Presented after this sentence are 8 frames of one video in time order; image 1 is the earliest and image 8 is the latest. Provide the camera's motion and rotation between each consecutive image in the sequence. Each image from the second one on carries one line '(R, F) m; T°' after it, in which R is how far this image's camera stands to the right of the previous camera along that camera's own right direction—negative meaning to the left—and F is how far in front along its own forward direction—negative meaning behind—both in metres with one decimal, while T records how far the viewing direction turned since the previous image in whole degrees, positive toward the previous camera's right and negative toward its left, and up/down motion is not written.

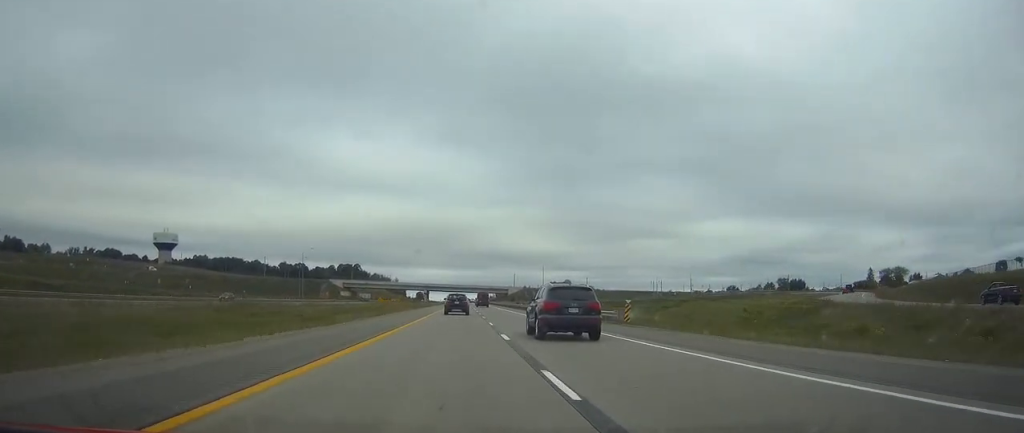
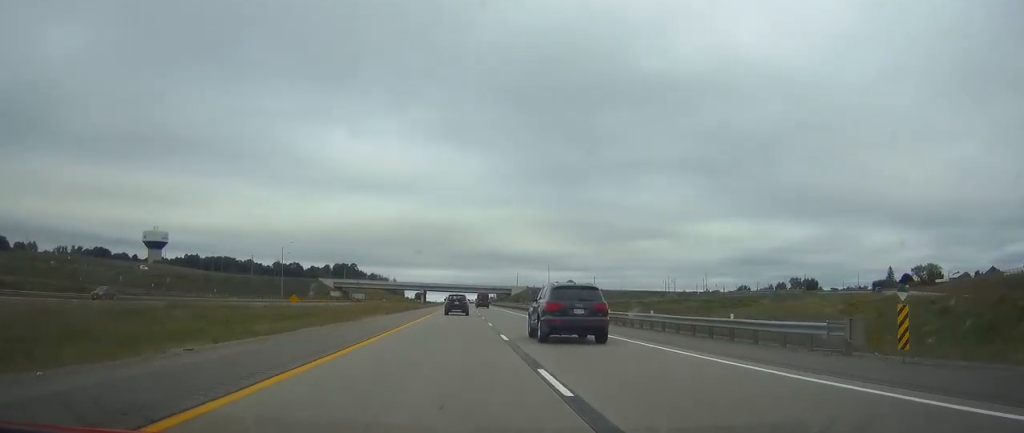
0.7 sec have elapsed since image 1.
(0.0, +24.4) m; 0°
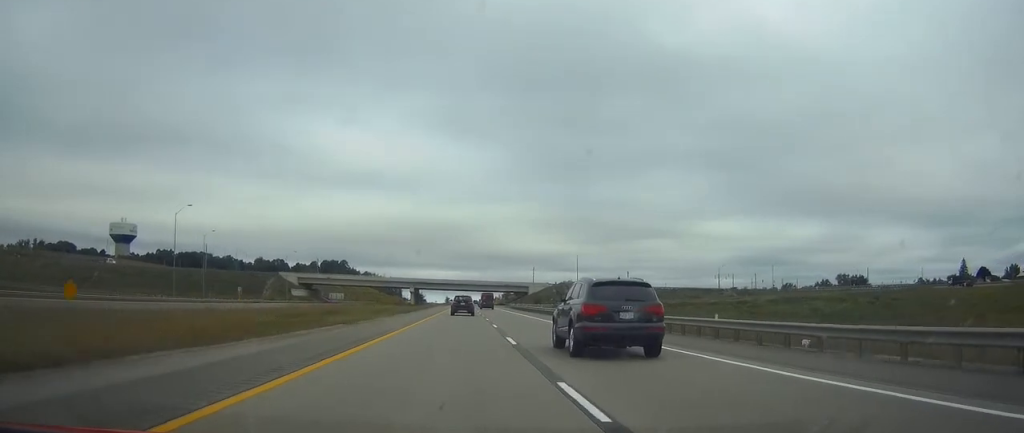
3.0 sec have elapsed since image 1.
(-0.1, +74.8) m; 0°
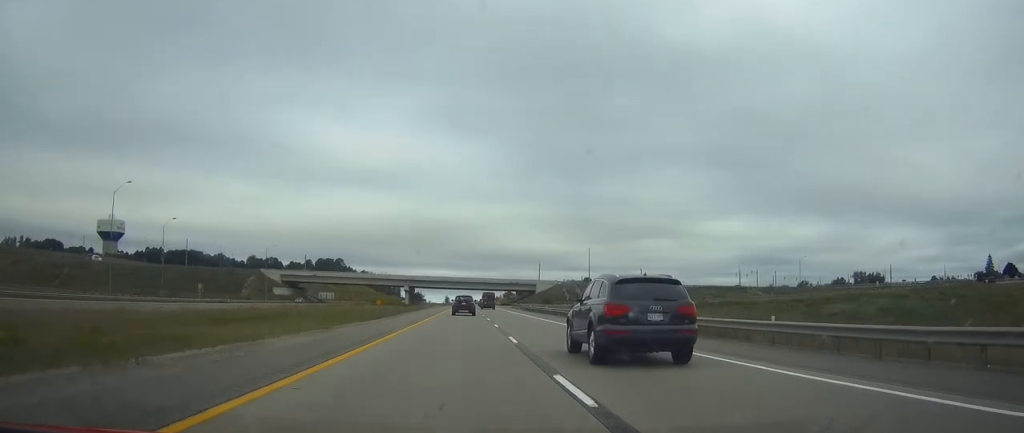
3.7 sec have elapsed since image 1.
(-0.1, +23.6) m; 0°
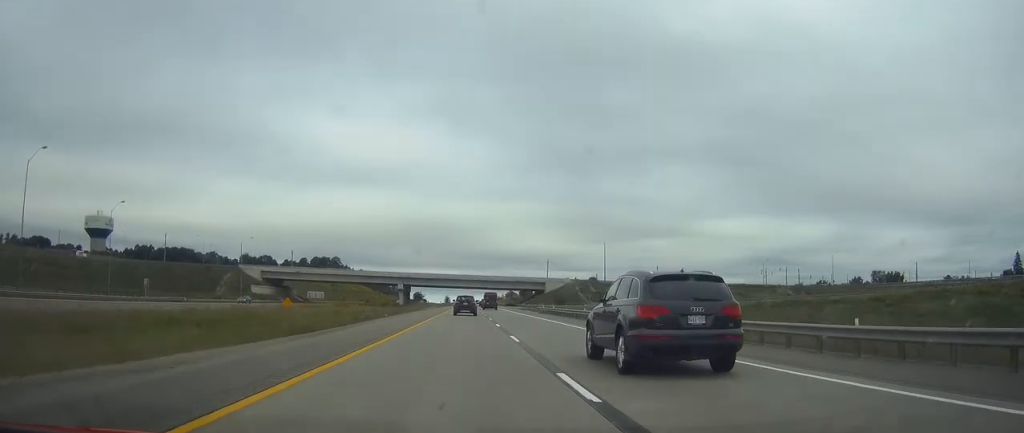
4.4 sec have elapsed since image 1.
(-0.1, +23.7) m; 0°
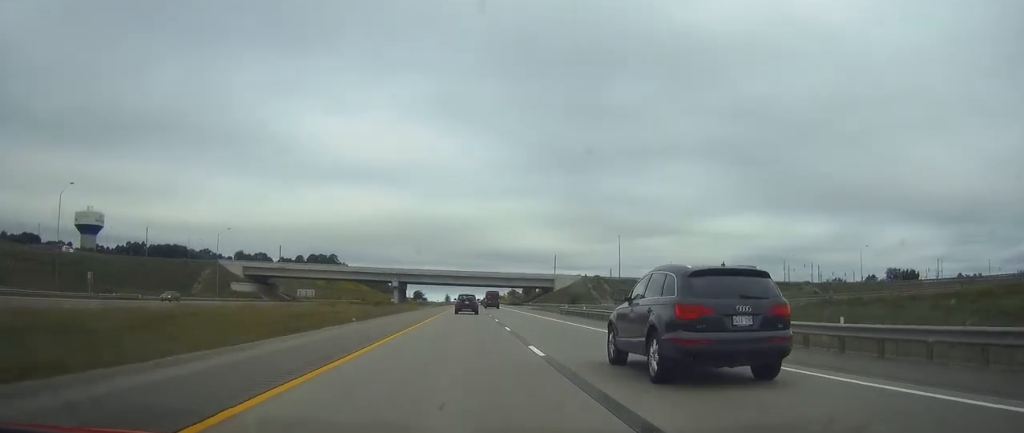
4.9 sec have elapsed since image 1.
(+0.1, +18.1) m; 0°
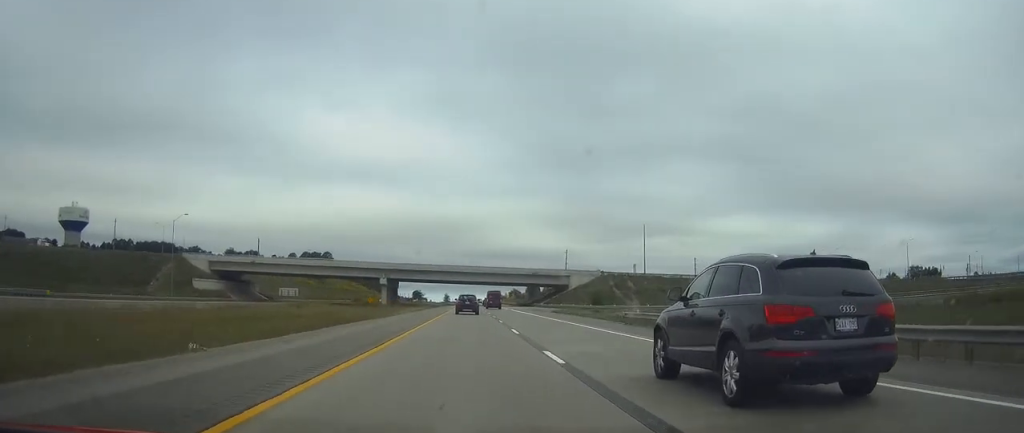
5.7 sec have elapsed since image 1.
(0.0, +26.0) m; 0°
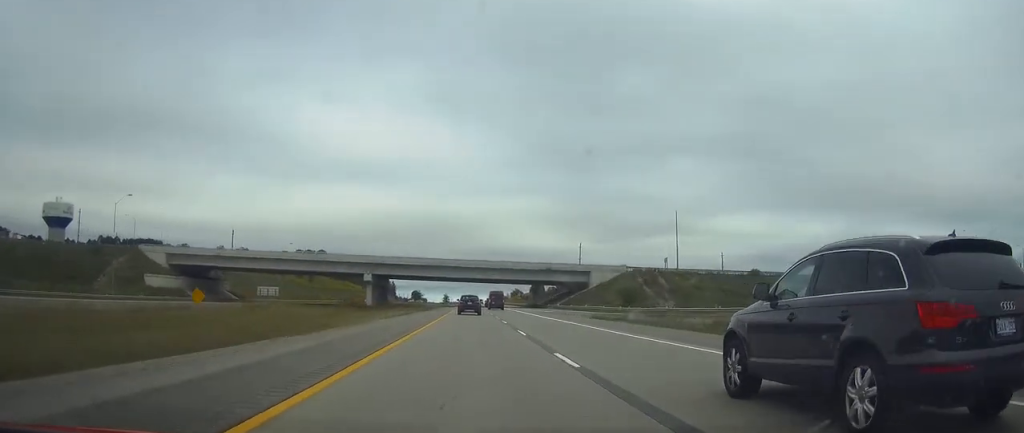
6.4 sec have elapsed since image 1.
(0.0, +24.9) m; 0°
